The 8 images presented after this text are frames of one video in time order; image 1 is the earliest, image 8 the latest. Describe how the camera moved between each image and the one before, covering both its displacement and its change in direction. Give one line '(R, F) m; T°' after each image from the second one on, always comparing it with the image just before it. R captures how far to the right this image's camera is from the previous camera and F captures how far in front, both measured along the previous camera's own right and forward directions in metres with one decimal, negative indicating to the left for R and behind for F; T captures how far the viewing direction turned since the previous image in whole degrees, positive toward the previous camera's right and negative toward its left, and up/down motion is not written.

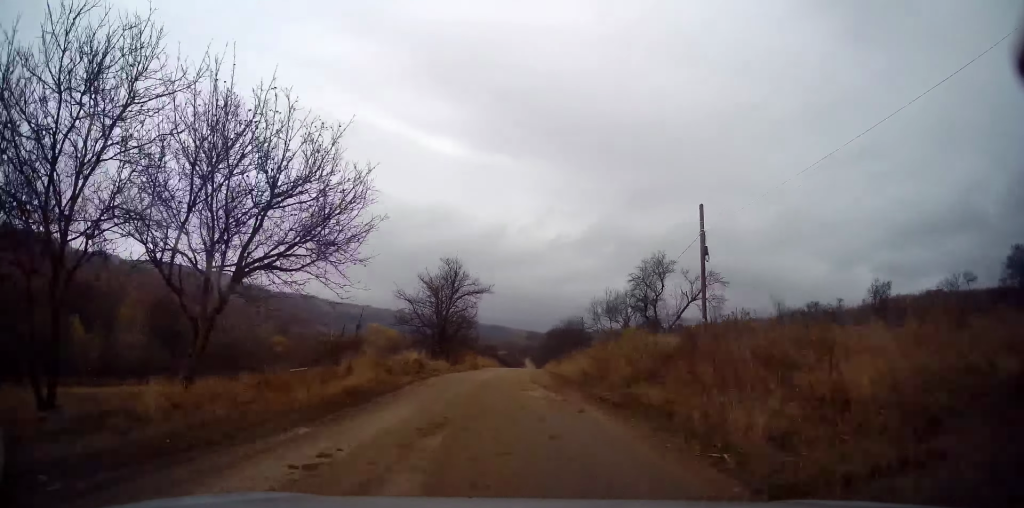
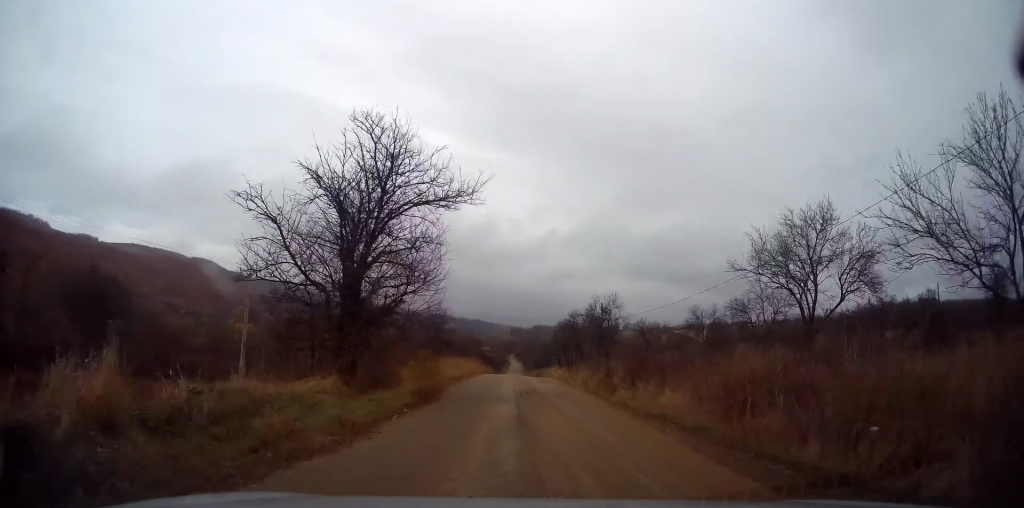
(0.0, +22.4) m; +1°
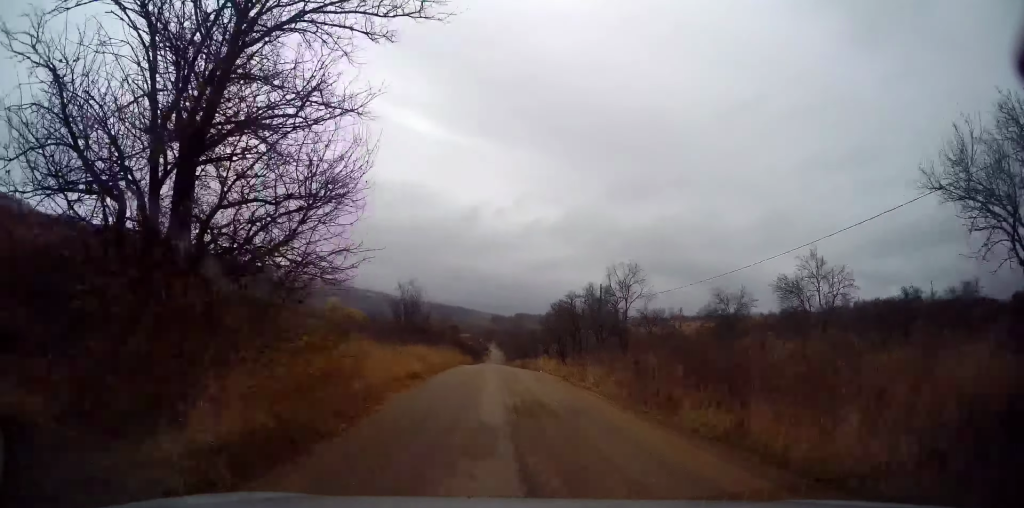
(-0.1, +8.0) m; +1°
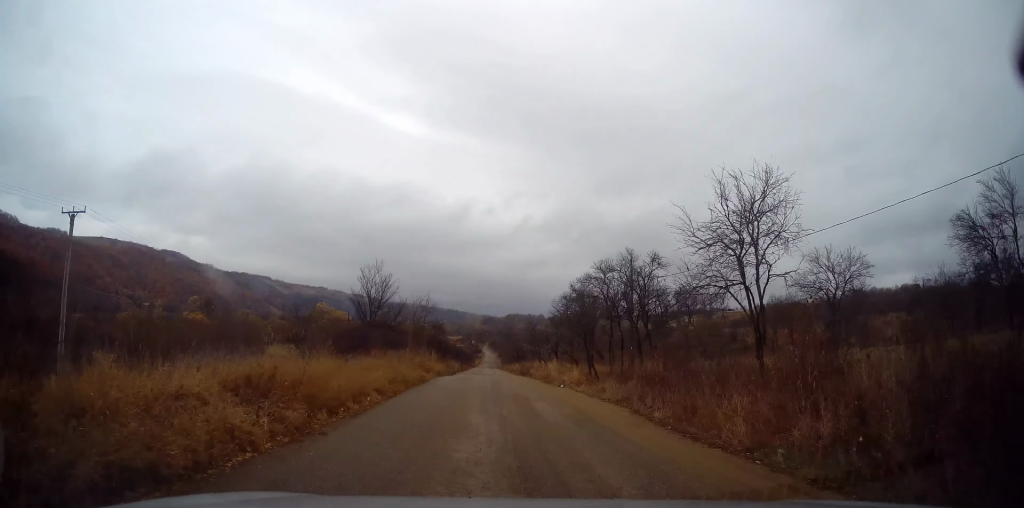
(+0.5, +12.6) m; +3°
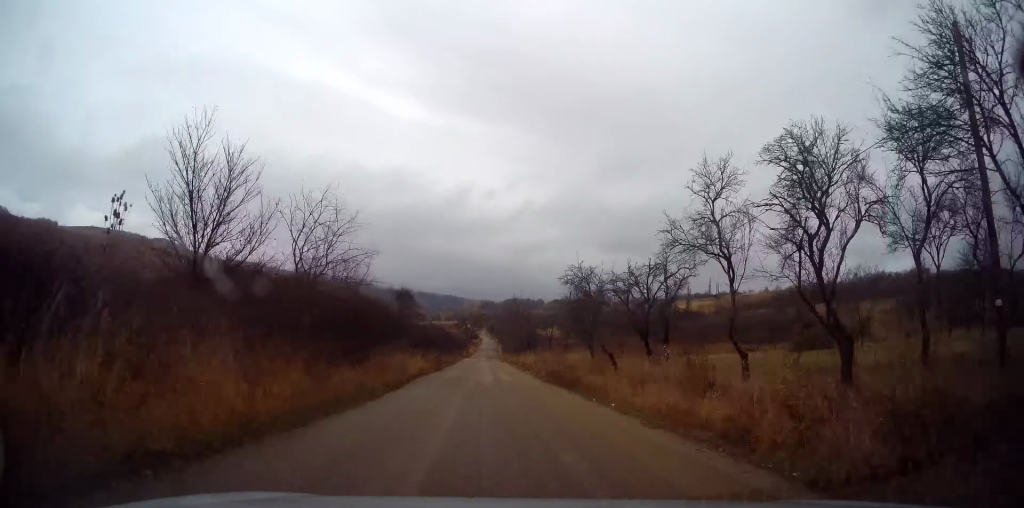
(+0.1, +26.4) m; 0°
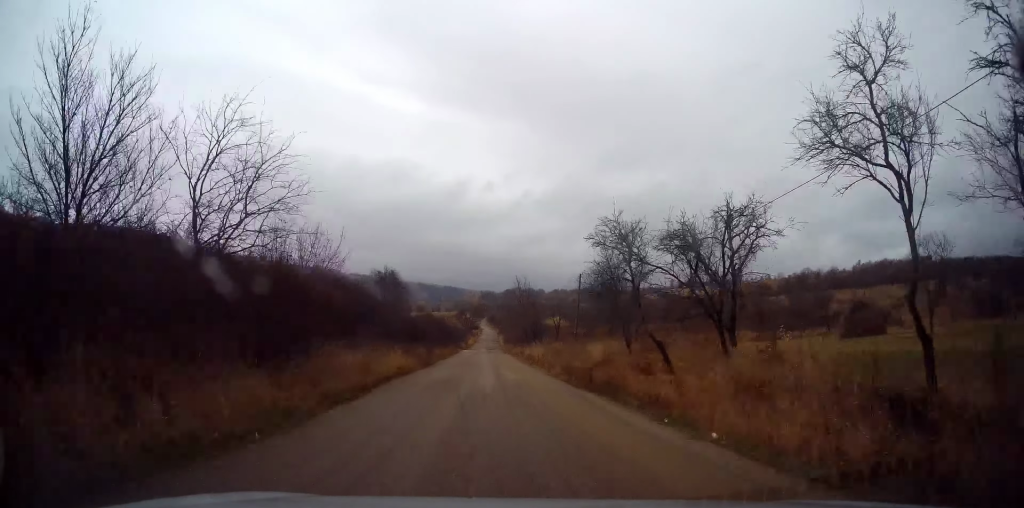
(0.0, +6.3) m; 0°
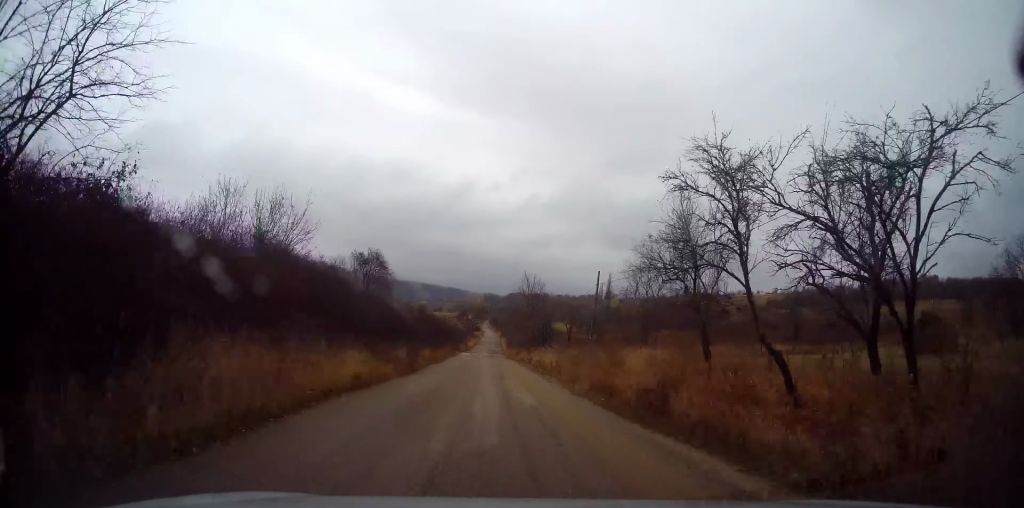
(0.0, +6.9) m; 0°
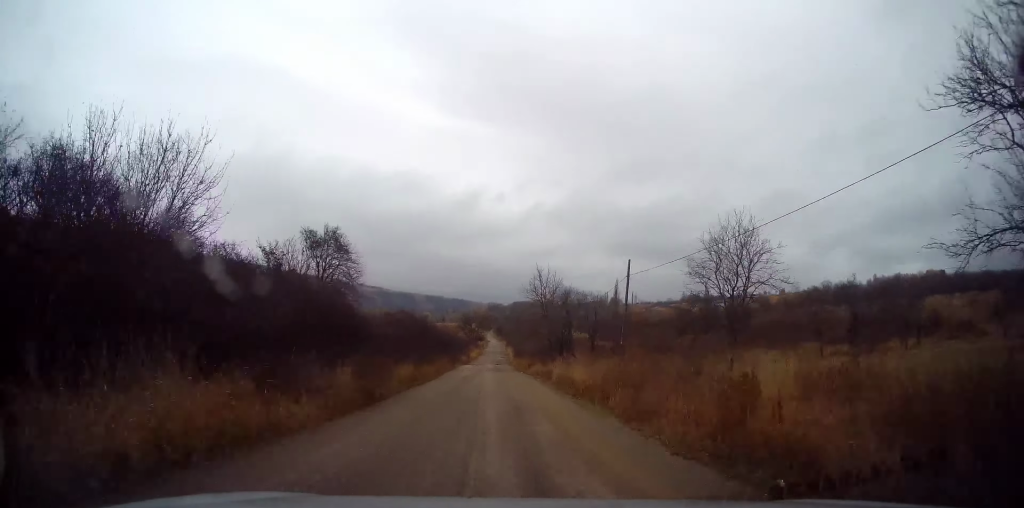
(0.0, +8.5) m; -1°
